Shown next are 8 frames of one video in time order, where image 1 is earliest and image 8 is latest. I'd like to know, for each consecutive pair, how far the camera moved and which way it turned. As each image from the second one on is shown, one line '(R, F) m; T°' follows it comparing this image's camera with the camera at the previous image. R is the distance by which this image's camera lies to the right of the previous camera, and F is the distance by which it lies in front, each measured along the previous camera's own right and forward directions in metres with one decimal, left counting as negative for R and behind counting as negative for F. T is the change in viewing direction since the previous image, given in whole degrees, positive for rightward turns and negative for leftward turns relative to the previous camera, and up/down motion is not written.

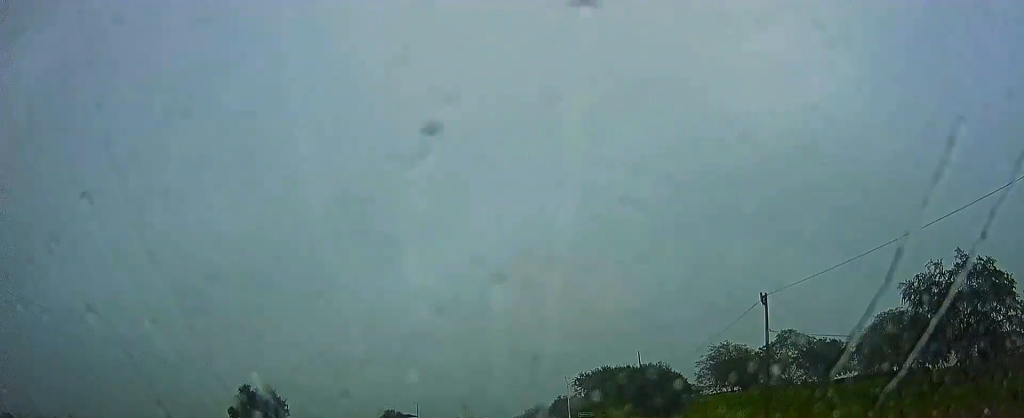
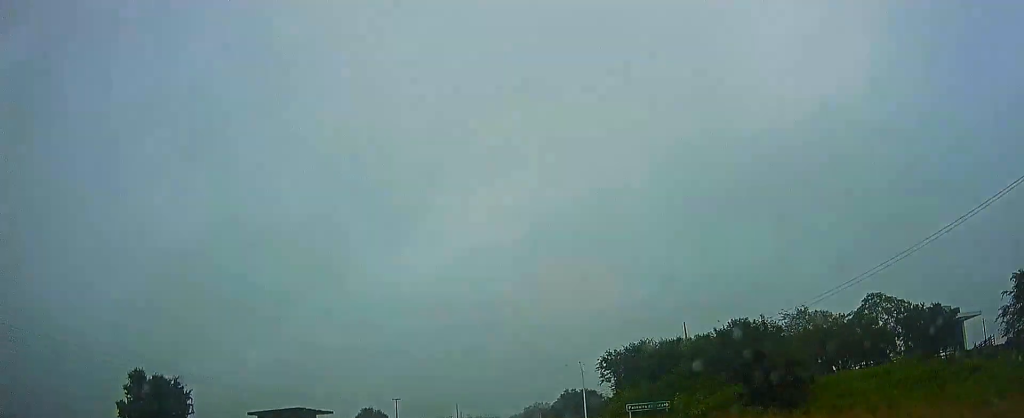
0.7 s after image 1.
(-0.3, +28.9) m; 0°
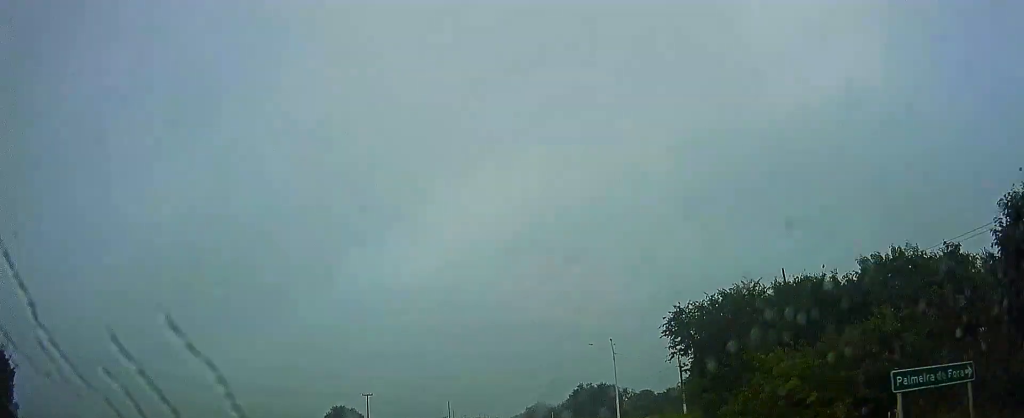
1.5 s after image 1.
(+0.4, +28.6) m; 0°
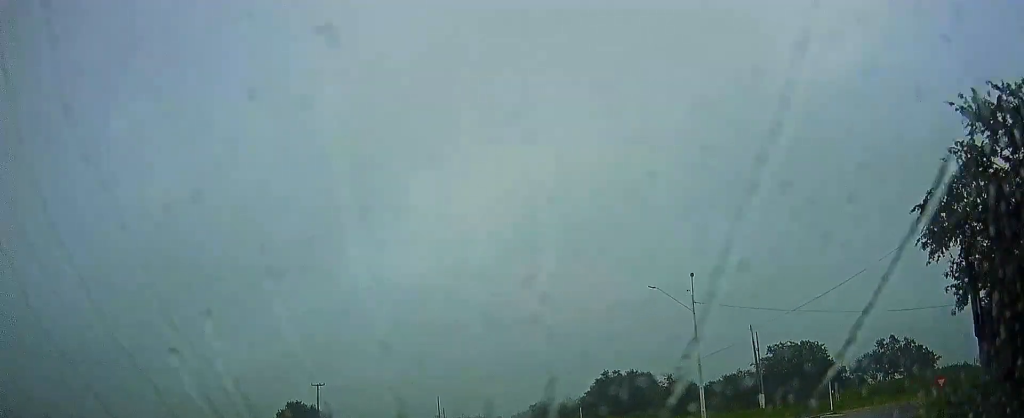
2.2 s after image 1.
(0.0, +29.8) m; 0°
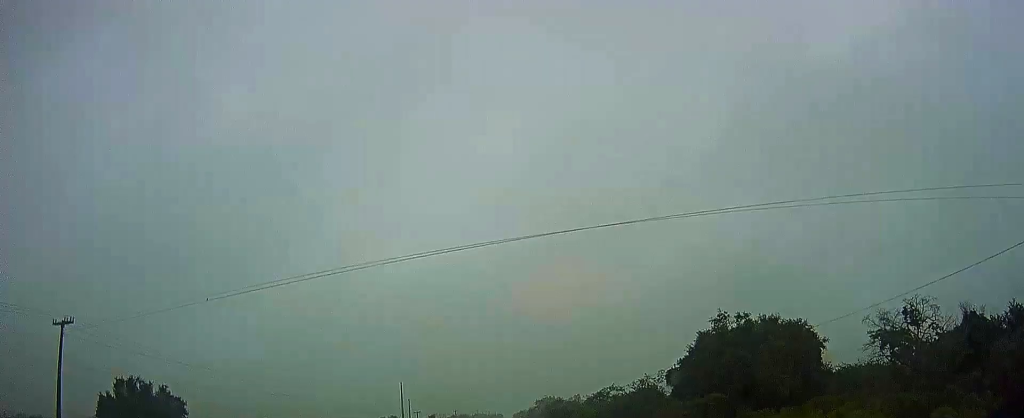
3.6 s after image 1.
(-0.3, +51.4) m; -1°
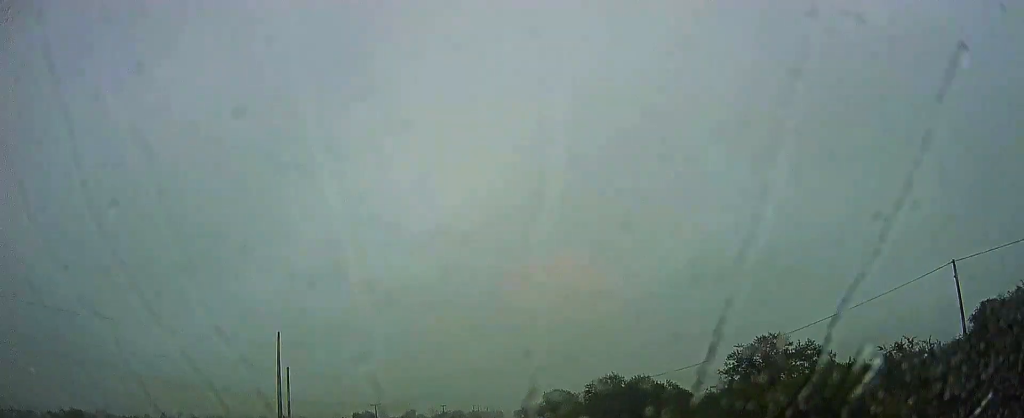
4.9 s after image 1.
(-0.2, +50.9) m; +1°
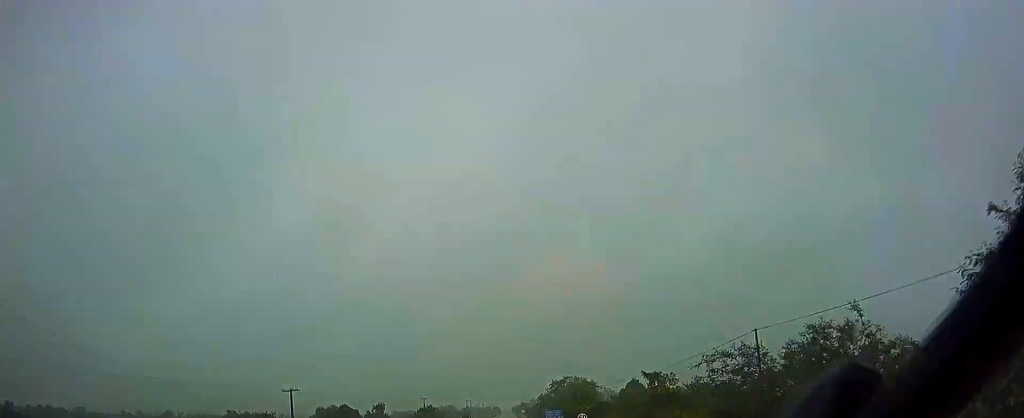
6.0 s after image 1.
(+0.5, +43.1) m; 0°
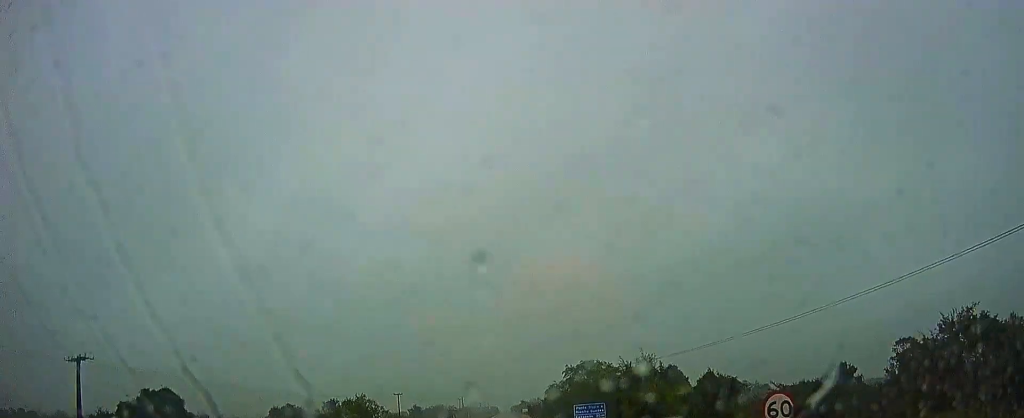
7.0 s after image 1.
(-0.4, +37.8) m; 0°
